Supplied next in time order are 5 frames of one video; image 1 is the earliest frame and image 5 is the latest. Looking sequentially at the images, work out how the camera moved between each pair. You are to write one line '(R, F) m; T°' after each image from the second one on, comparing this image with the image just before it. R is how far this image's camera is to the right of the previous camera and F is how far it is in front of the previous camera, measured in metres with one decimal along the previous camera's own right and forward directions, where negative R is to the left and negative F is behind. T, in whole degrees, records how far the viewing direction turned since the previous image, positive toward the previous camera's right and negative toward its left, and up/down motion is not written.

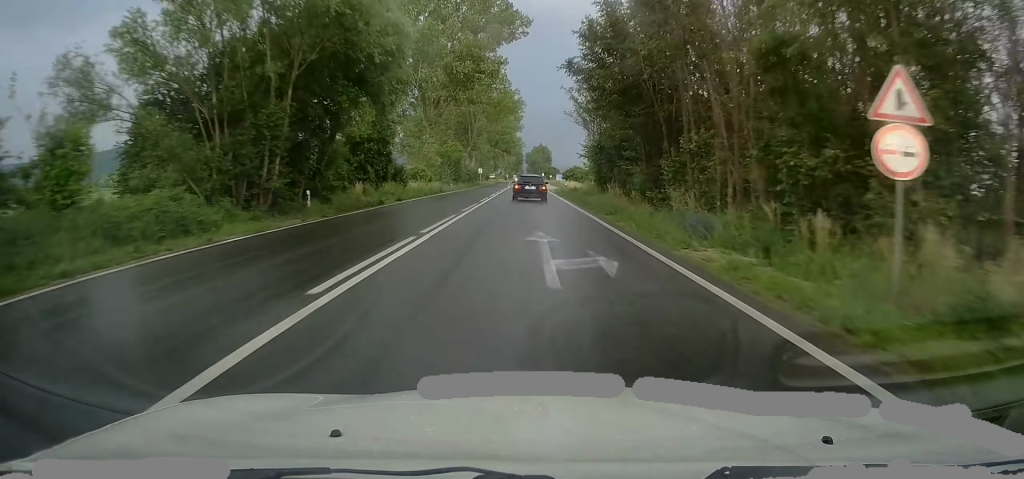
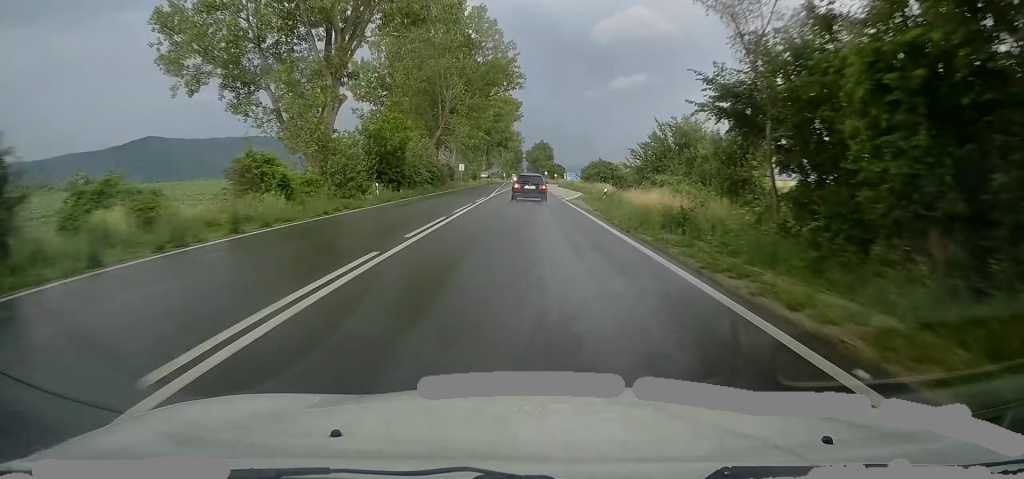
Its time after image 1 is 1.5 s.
(0.0, +37.4) m; -1°
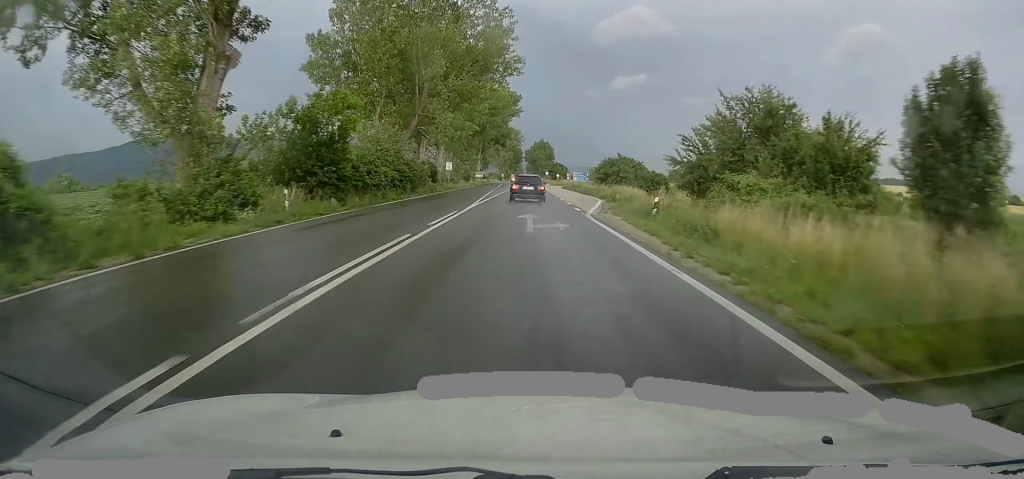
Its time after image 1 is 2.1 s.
(-0.1, +14.6) m; 0°
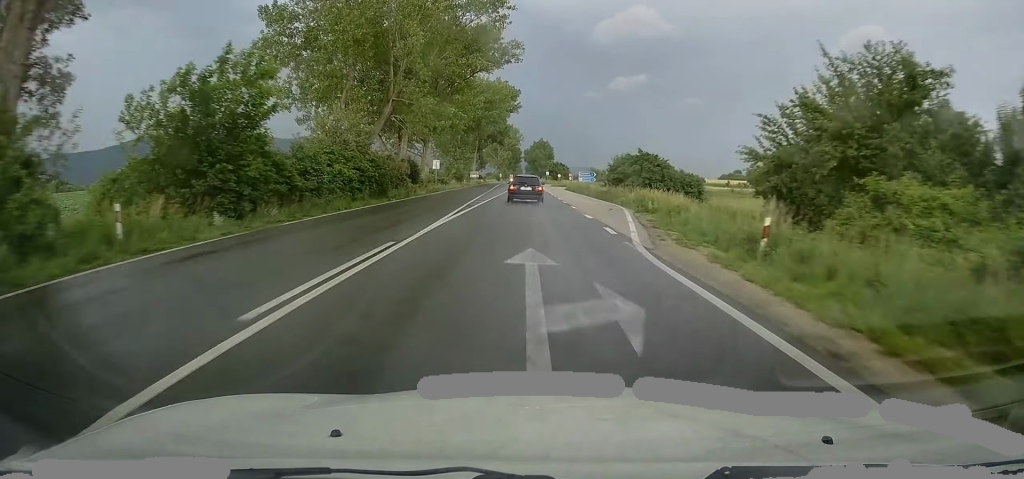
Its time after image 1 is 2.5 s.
(0.0, +10.4) m; 0°
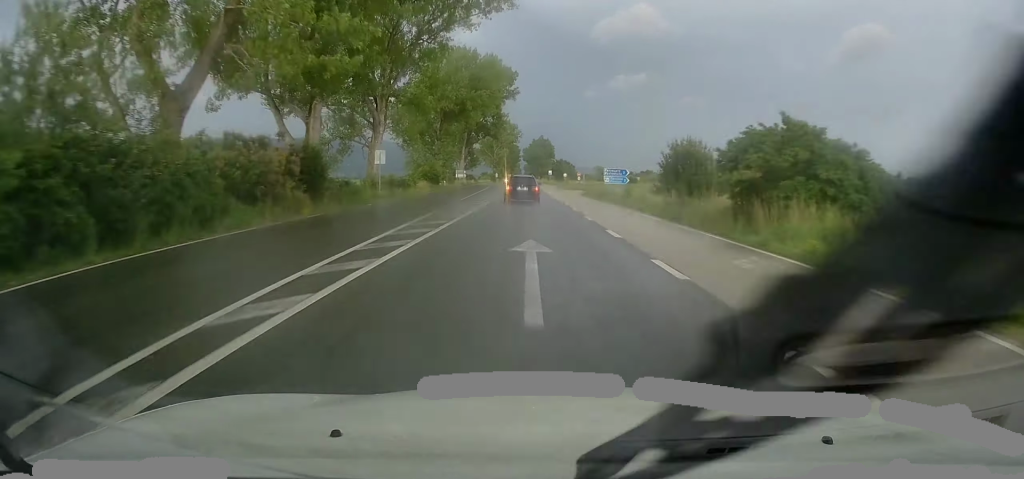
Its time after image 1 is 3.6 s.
(-0.1, +25.4) m; +1°
